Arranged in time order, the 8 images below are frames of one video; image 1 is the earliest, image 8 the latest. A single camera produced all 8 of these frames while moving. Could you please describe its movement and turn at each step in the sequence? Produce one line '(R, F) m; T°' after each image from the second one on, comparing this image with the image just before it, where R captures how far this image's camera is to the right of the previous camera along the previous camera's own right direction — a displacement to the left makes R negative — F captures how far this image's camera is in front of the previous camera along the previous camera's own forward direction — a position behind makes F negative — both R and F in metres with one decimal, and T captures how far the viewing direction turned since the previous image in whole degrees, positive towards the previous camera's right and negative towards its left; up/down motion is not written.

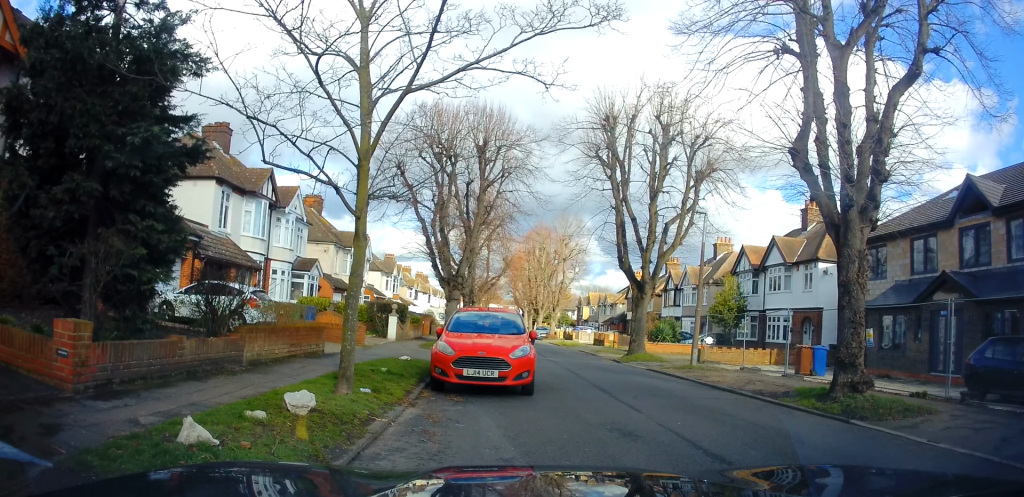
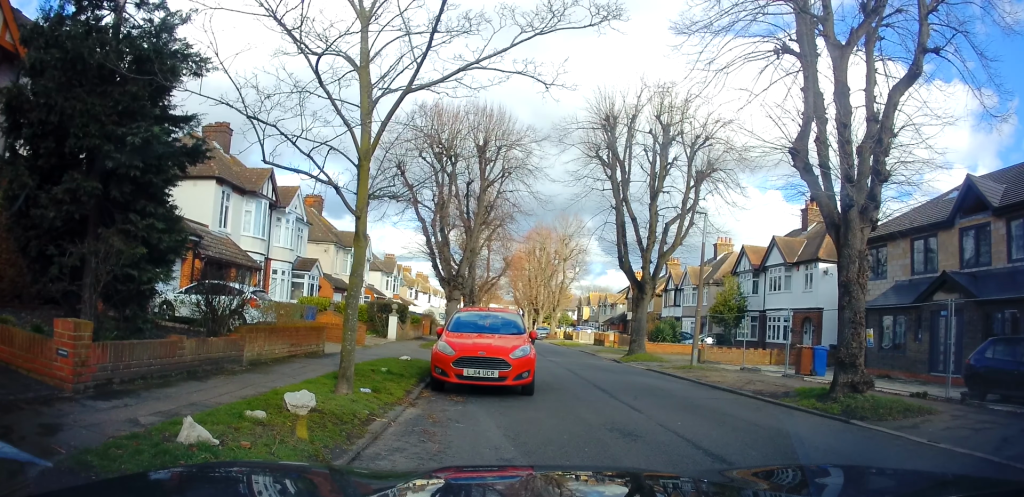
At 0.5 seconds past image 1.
(0.0, 0.0) m; 0°
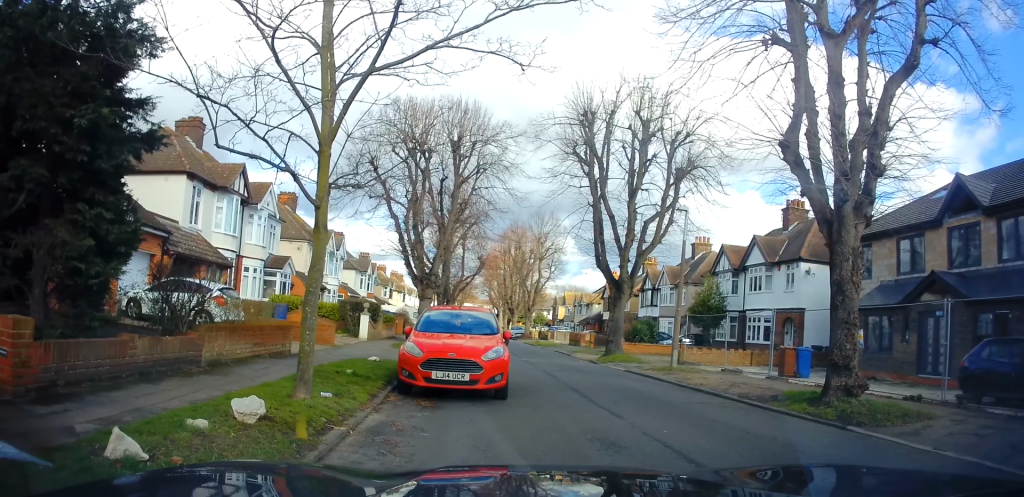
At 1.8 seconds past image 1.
(-0.1, +0.4) m; 0°
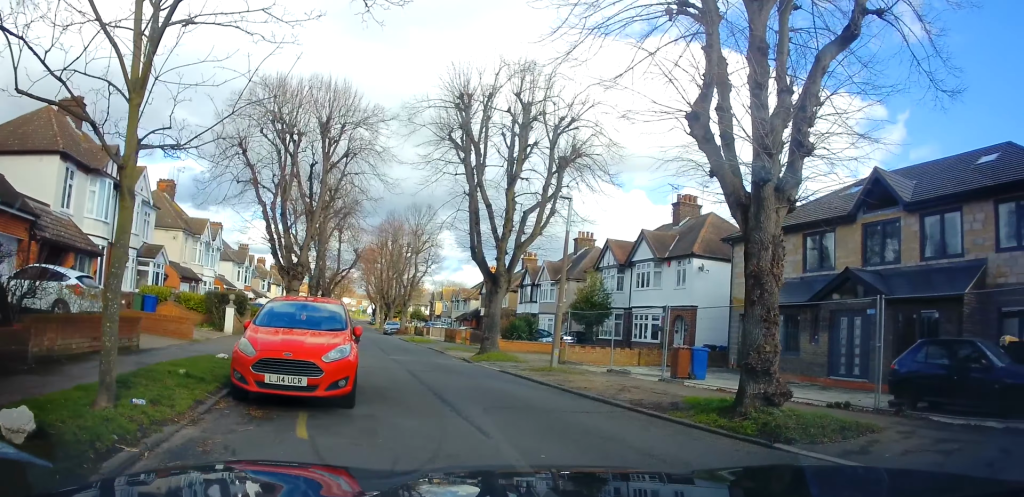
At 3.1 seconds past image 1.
(0.0, +1.1) m; 0°
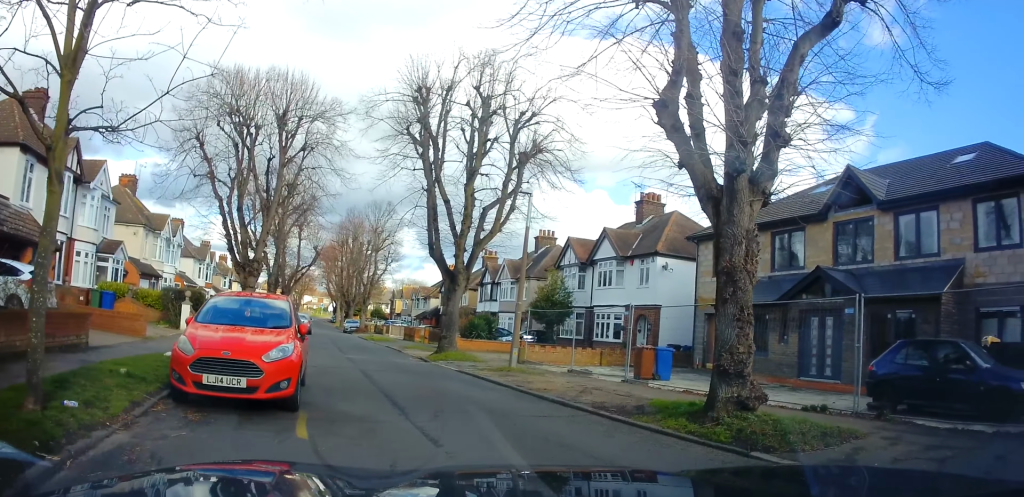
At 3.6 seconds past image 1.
(+0.1, +0.5) m; 0°
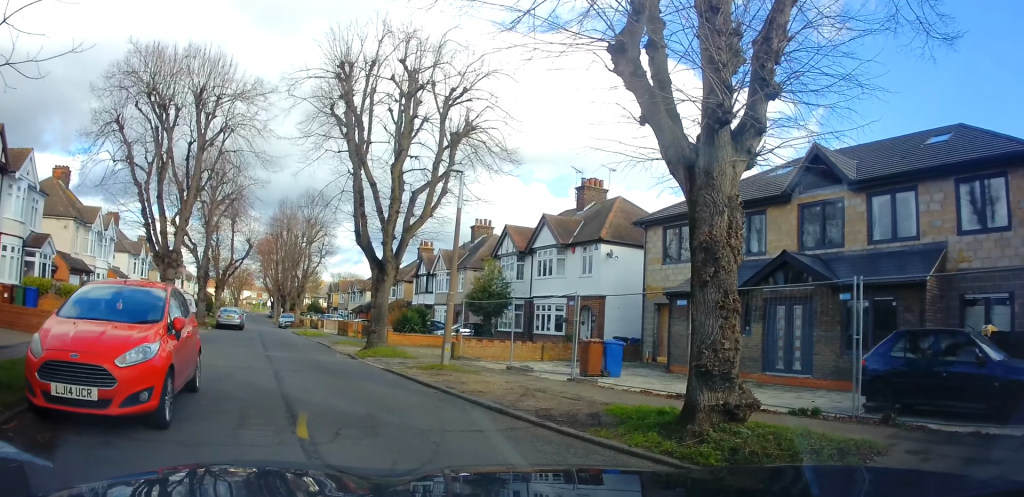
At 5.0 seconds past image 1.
(+0.6, +1.3) m; 0°
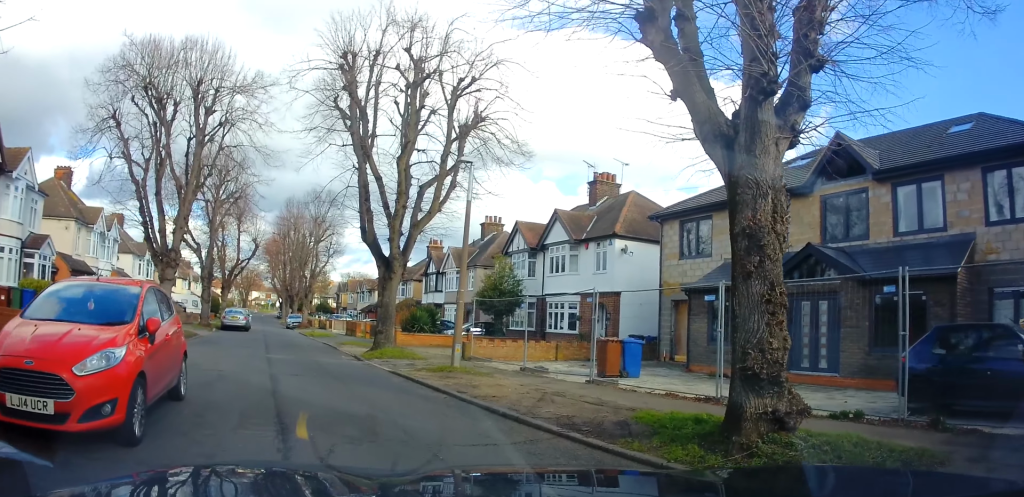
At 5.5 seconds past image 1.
(+0.1, +0.7) m; 0°
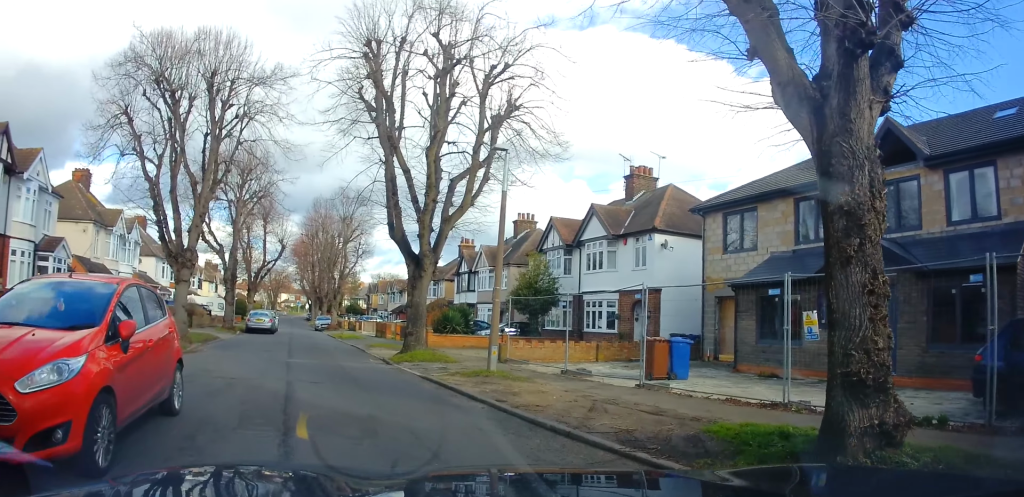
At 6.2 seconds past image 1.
(0.0, +1.0) m; -3°
